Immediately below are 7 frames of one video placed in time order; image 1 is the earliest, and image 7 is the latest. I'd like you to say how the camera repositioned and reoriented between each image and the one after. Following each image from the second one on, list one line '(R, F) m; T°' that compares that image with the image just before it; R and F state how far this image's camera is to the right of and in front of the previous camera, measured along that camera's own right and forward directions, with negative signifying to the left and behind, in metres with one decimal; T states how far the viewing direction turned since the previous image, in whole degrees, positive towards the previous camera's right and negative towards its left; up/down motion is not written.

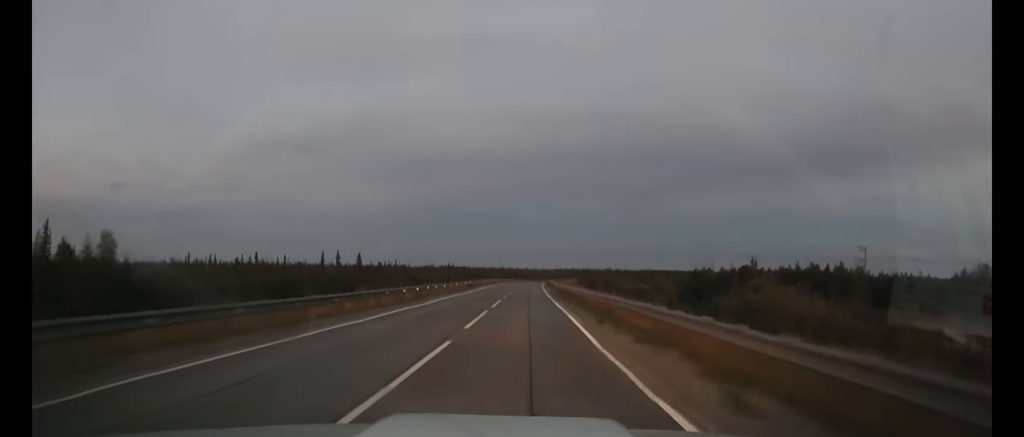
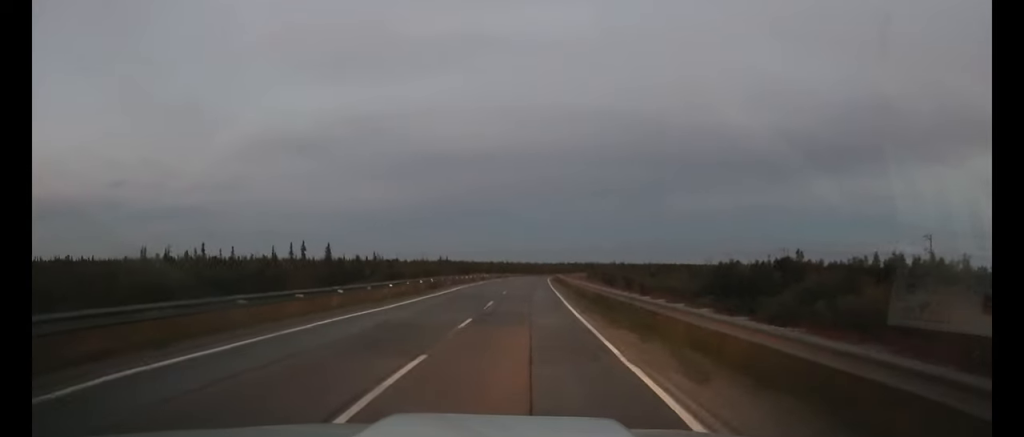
(0.0, +26.7) m; 0°
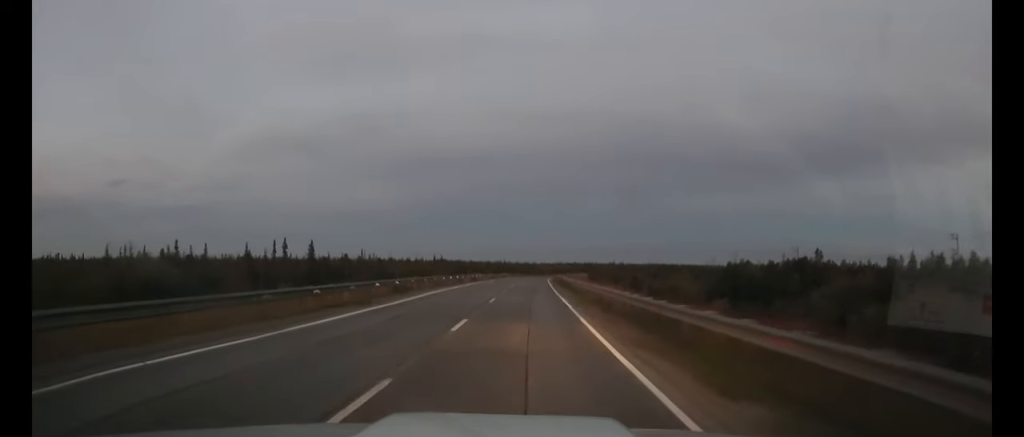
(0.0, +9.8) m; 0°
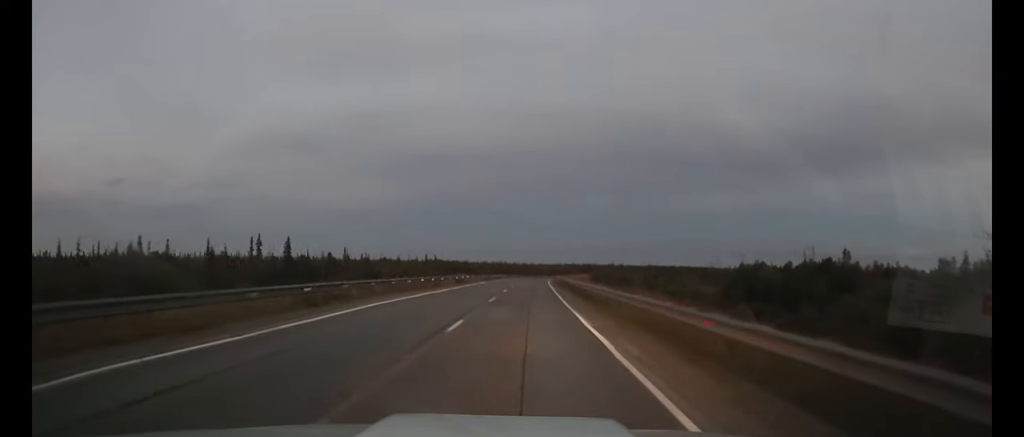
(0.0, +12.1) m; 0°
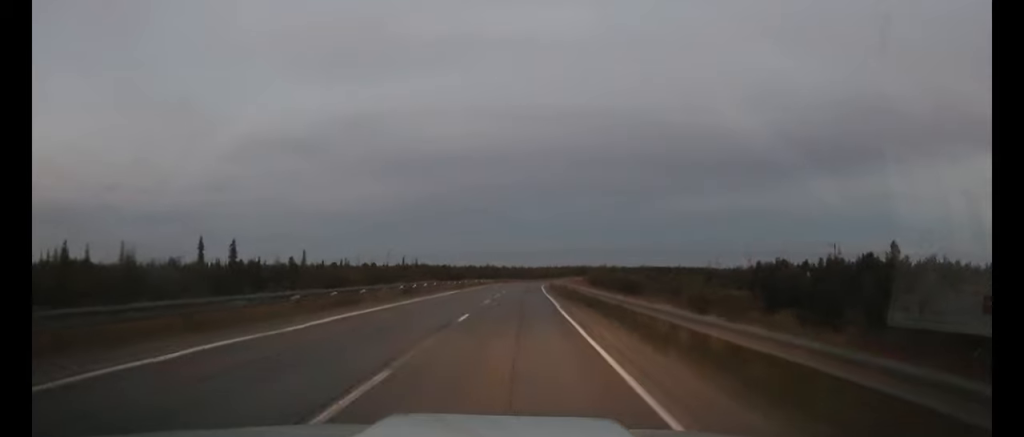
(0.0, +19.0) m; 0°
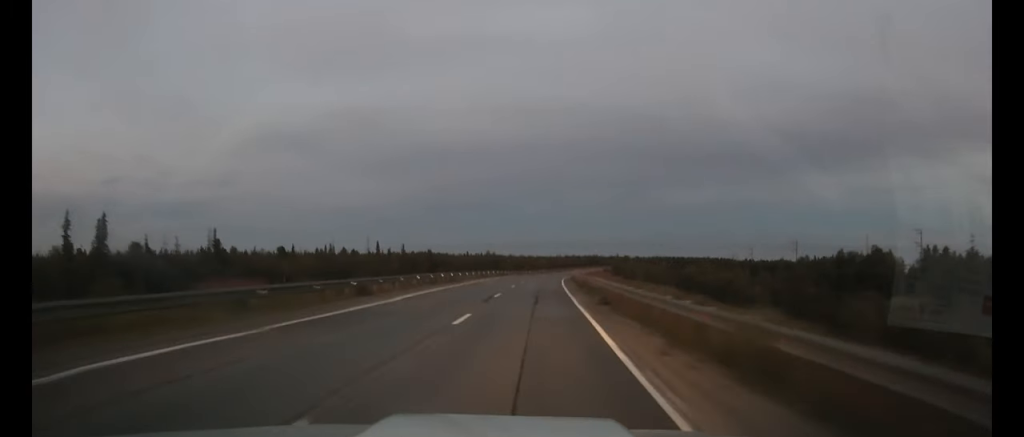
(+0.3, +38.0) m; 0°
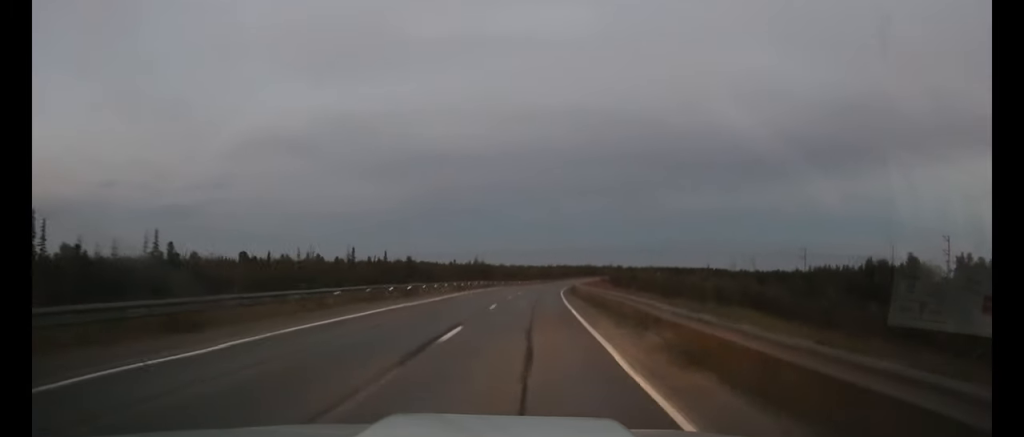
(-0.1, +13.4) m; 0°
